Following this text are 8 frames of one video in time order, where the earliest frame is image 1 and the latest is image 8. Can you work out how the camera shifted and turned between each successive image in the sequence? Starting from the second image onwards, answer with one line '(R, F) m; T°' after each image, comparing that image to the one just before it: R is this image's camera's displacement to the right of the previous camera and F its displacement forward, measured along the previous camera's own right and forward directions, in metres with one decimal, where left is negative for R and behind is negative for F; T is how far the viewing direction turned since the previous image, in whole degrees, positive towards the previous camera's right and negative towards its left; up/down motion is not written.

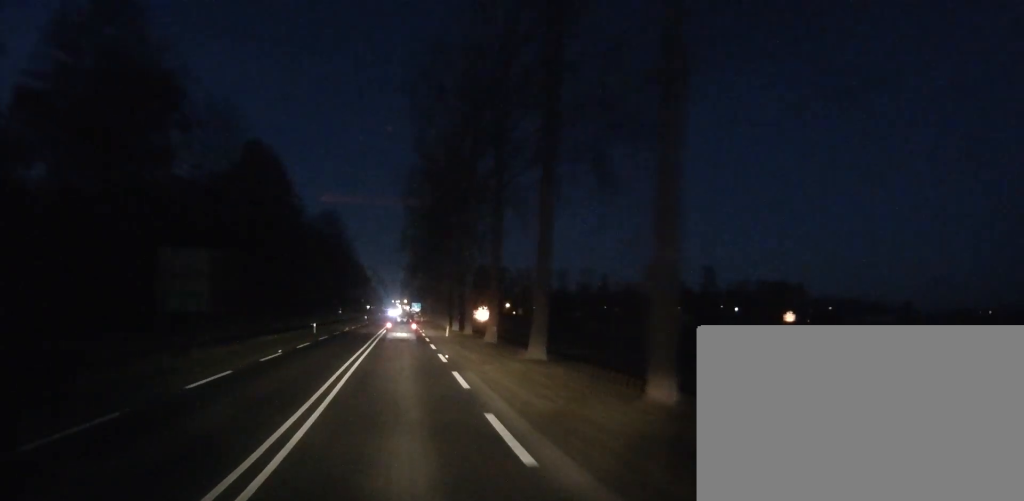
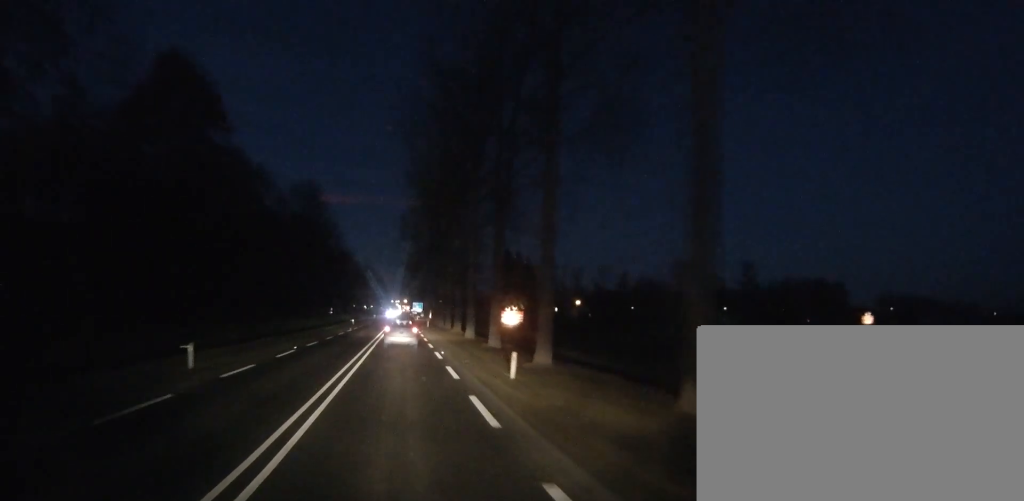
(0.0, +21.6) m; 0°
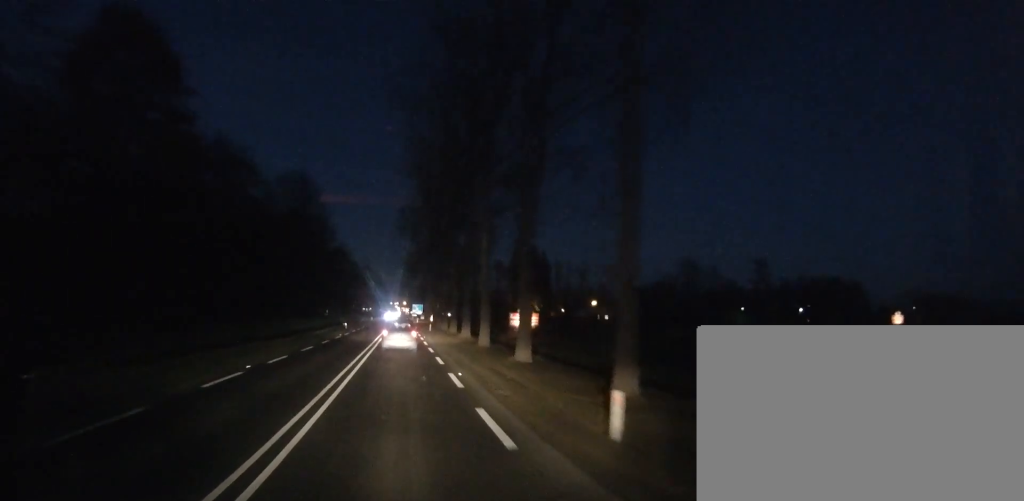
(0.0, +7.3) m; 0°
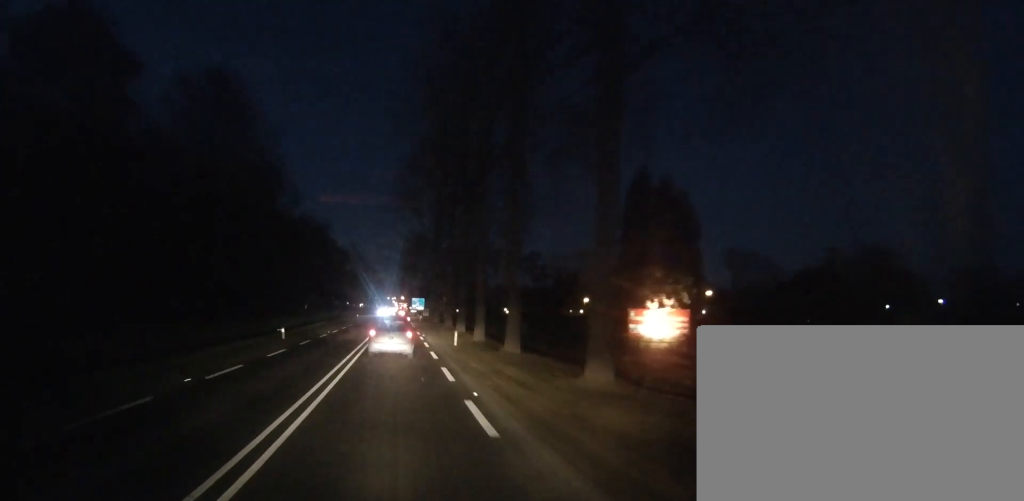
(0.0, +29.6) m; 0°
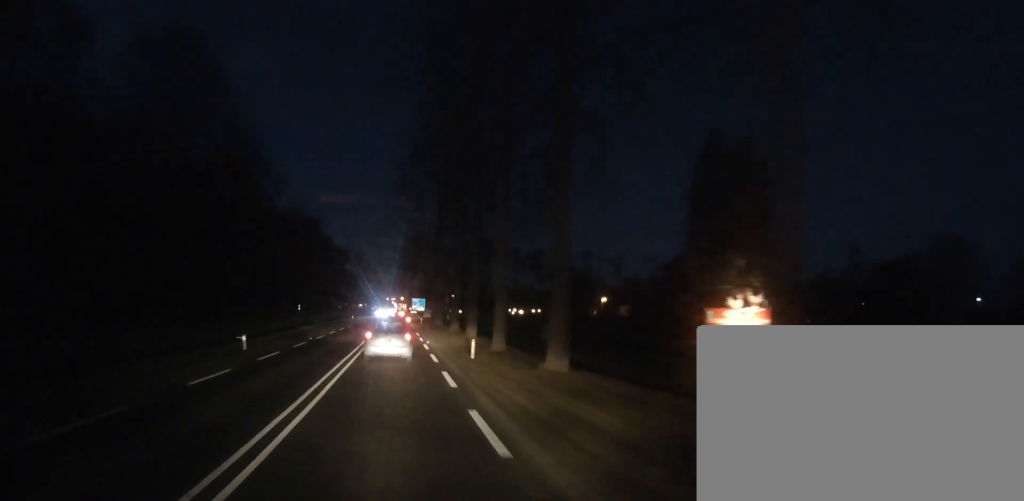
(0.0, +7.1) m; 0°
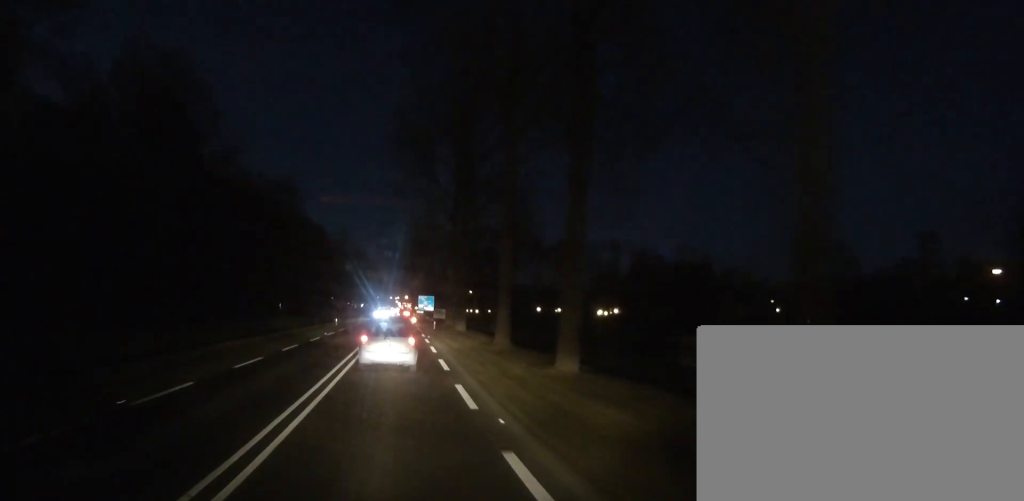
(+0.6, +21.4) m; +3°
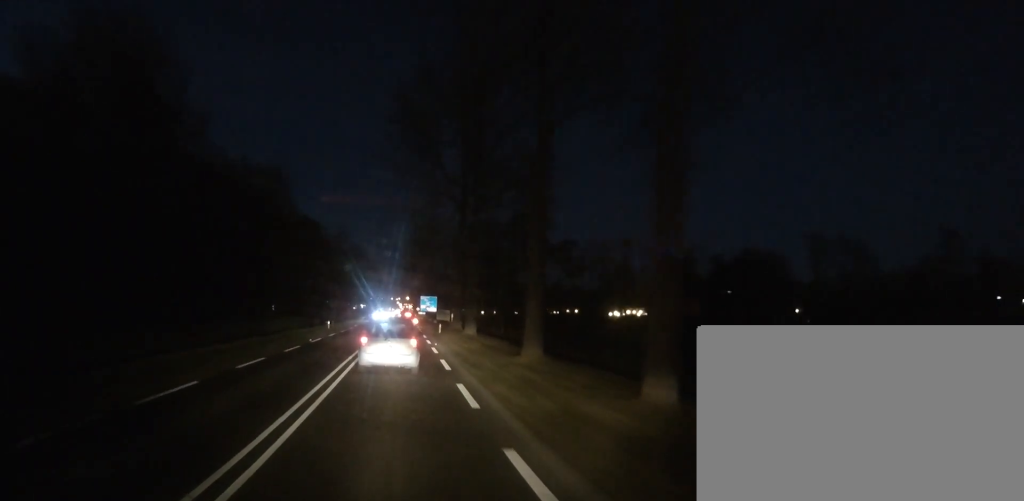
(+0.4, +6.2) m; 0°
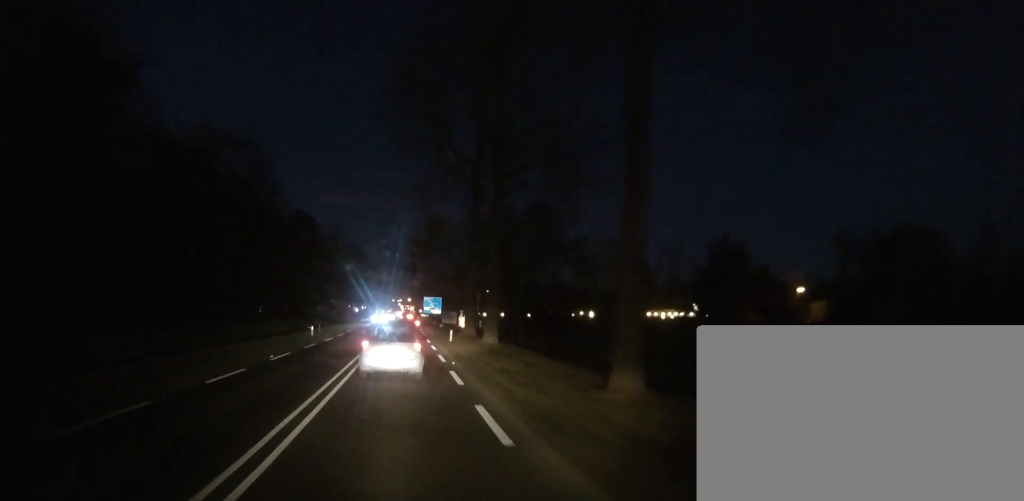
(-0.1, +9.0) m; -3°
